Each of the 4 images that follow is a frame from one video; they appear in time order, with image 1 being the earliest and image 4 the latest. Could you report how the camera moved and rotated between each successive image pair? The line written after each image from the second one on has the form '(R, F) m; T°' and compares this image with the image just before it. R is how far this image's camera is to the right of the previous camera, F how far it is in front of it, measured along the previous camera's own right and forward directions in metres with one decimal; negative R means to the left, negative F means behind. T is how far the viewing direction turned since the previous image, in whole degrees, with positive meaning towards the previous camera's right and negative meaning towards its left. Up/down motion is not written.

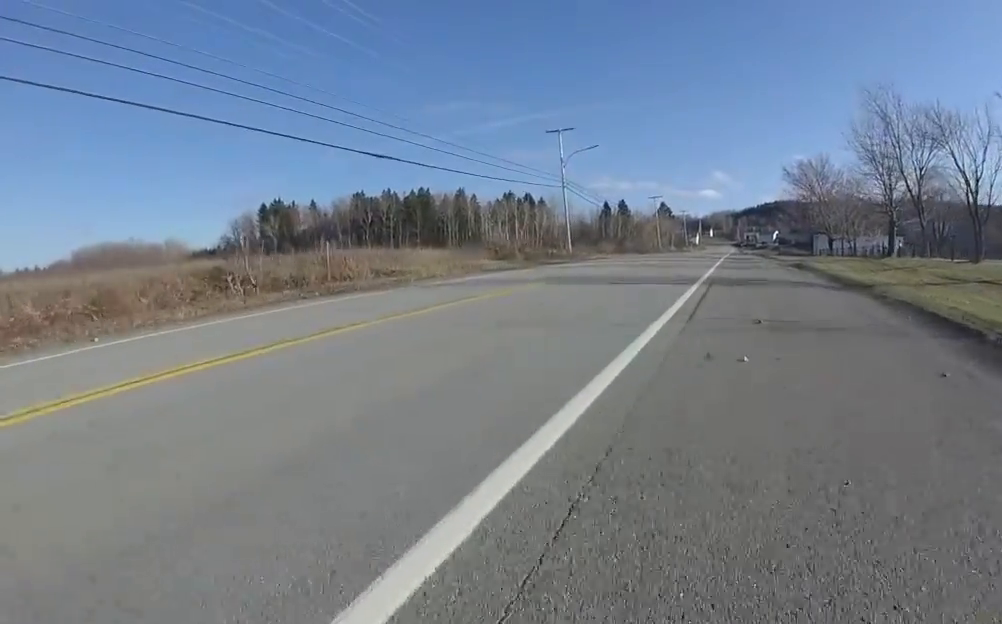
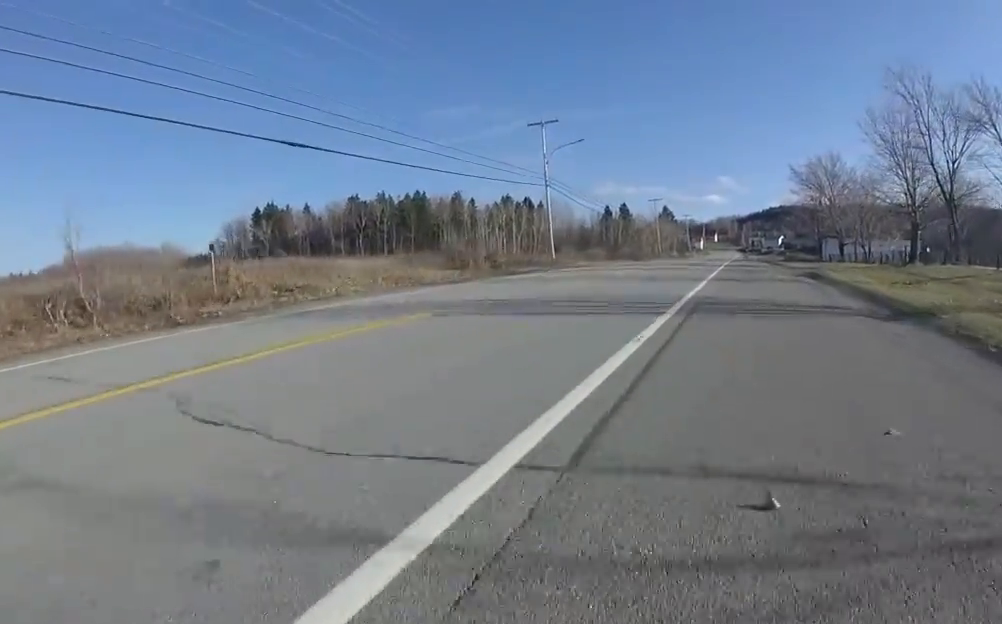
(-0.1, +4.7) m; +2°
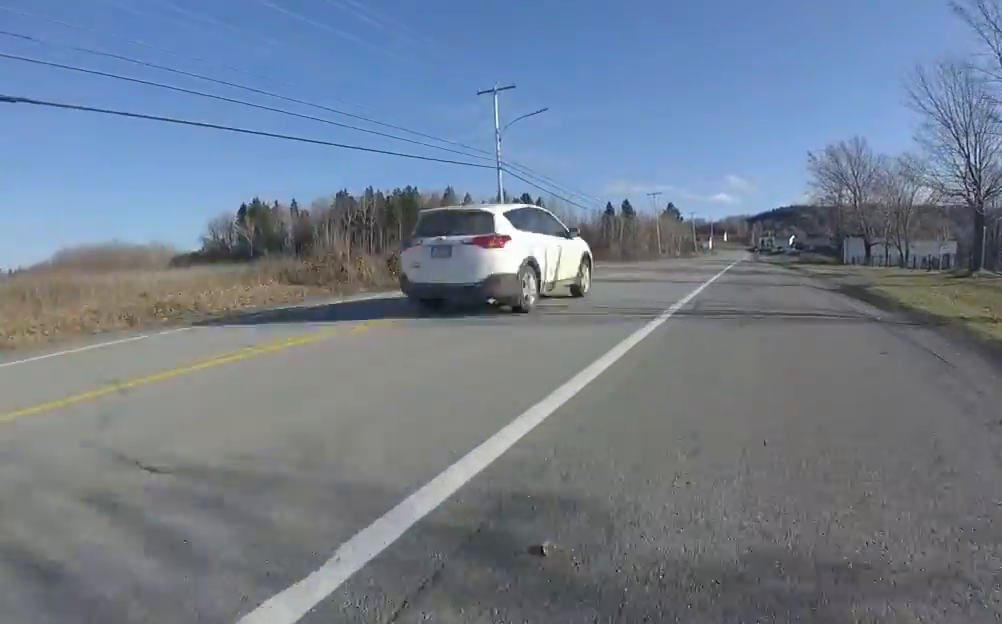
(+0.7, +8.8) m; +3°
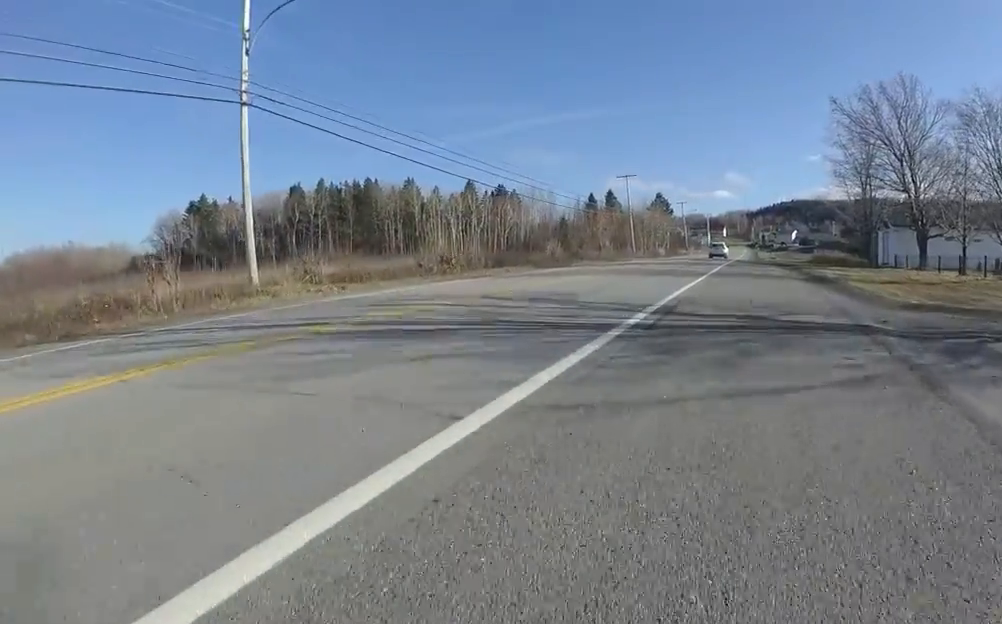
(-0.9, +17.2) m; 0°
